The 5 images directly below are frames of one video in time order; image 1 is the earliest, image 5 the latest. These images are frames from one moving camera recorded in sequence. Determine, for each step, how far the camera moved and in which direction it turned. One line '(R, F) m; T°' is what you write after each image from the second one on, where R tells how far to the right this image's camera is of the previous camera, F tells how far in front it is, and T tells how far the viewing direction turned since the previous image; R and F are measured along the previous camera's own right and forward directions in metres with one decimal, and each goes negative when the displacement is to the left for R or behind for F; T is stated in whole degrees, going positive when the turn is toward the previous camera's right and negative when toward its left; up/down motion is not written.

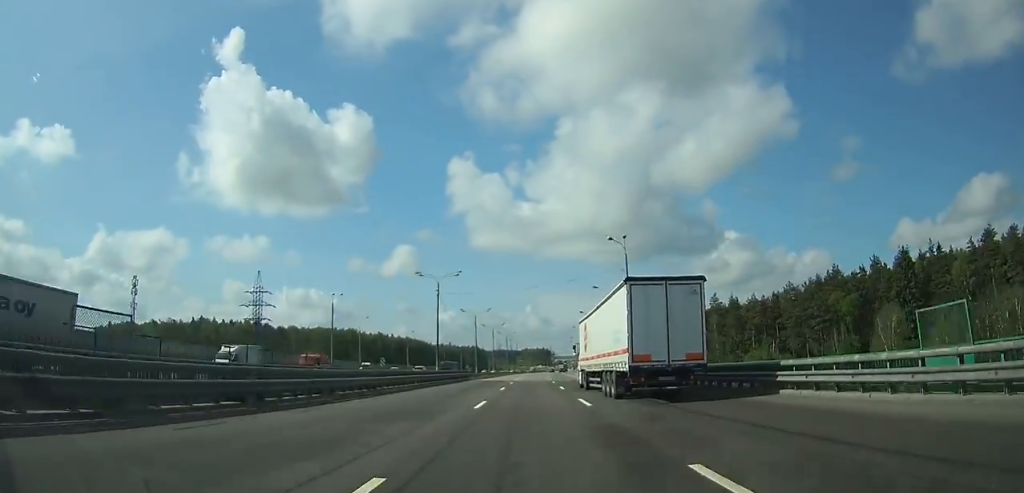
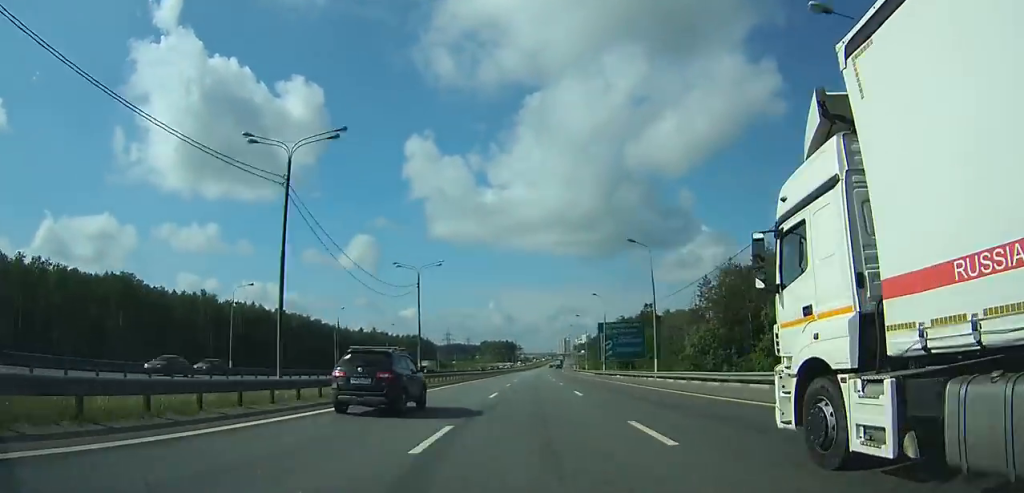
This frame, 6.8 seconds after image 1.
(+4.9, +168.5) m; +3°
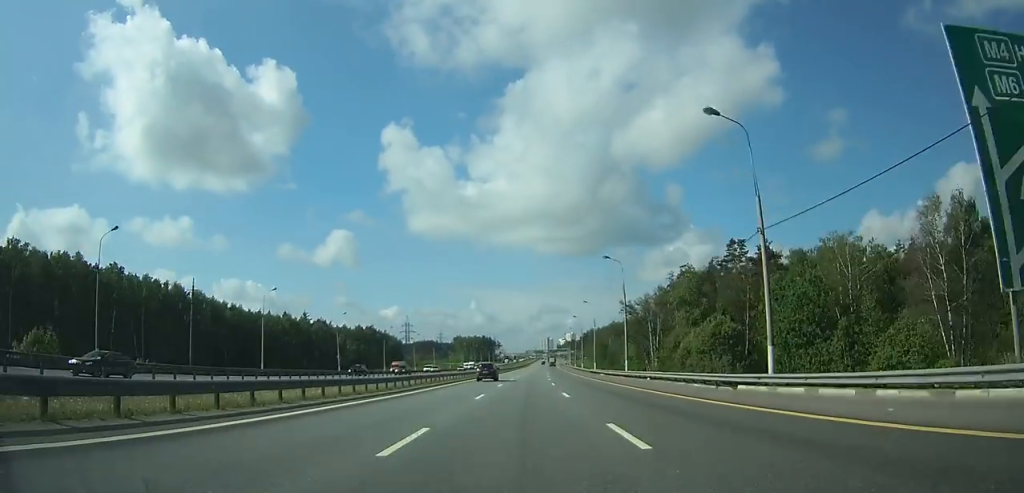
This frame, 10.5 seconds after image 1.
(+1.6, +95.2) m; +2°
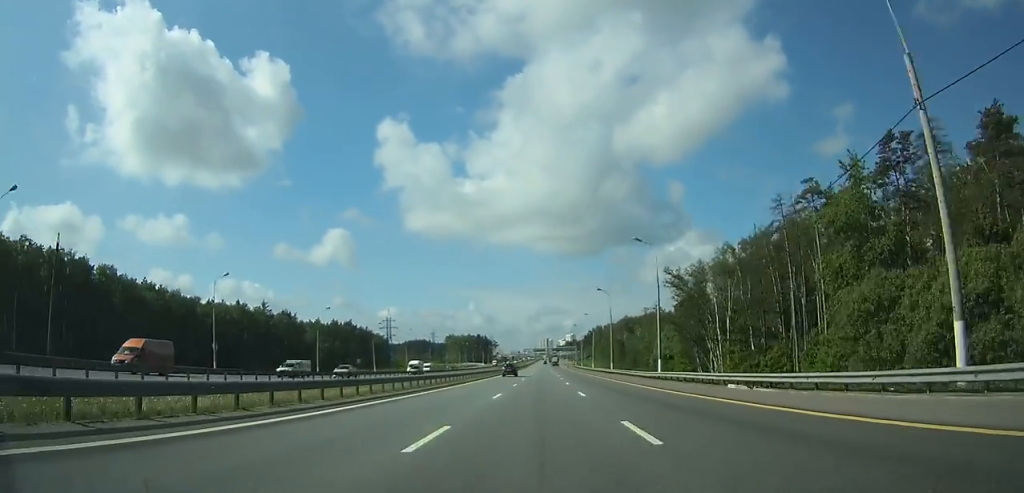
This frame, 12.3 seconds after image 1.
(+0.5, +46.9) m; +1°
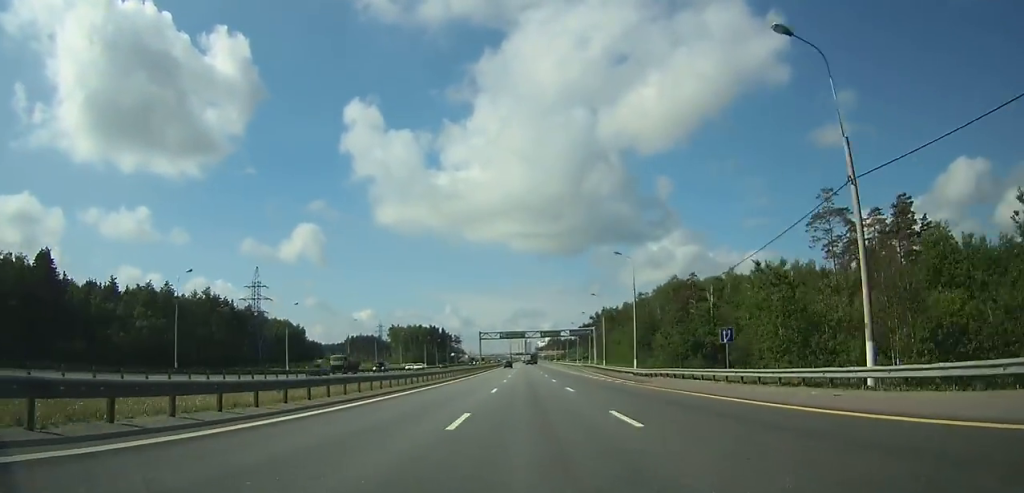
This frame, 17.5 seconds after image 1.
(+2.5, +135.9) m; +1°
